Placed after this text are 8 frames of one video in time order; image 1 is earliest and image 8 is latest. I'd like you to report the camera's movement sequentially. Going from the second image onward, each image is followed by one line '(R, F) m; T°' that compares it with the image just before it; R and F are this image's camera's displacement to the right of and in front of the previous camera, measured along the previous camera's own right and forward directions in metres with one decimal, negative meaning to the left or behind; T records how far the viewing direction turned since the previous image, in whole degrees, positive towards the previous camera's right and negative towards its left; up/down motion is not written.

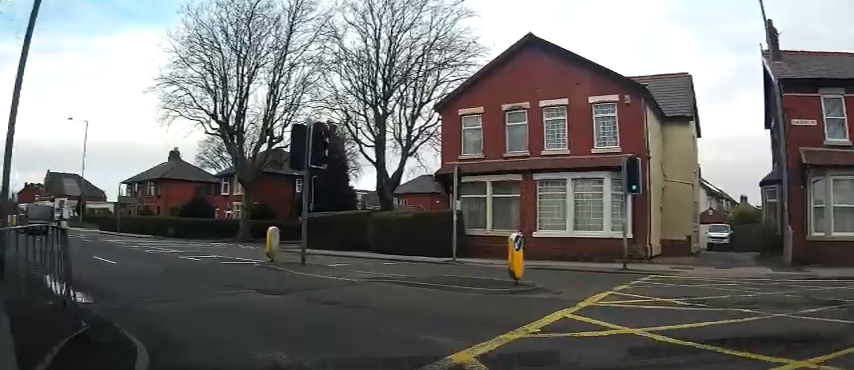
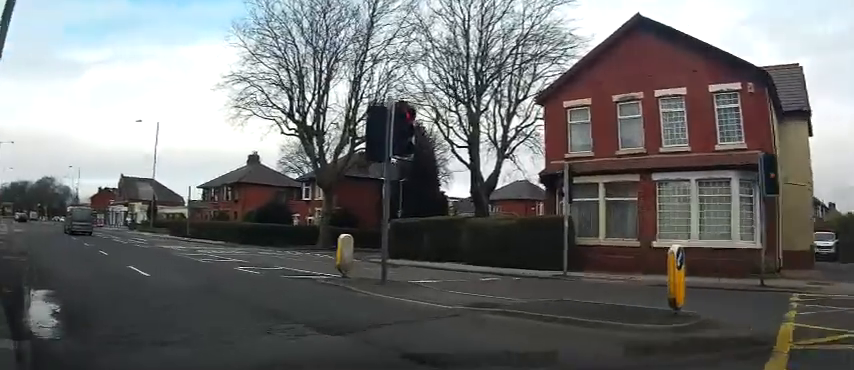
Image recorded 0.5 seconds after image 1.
(-0.4, +3.1) m; -10°
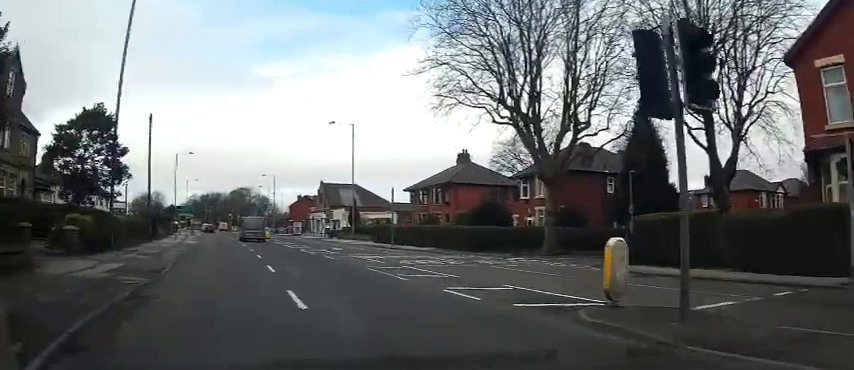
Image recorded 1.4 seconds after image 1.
(-0.6, +4.5) m; -21°
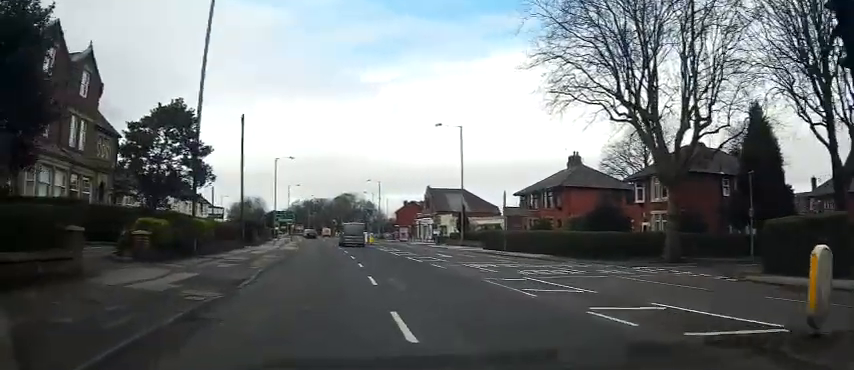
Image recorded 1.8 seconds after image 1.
(0.0, +2.2) m; -13°
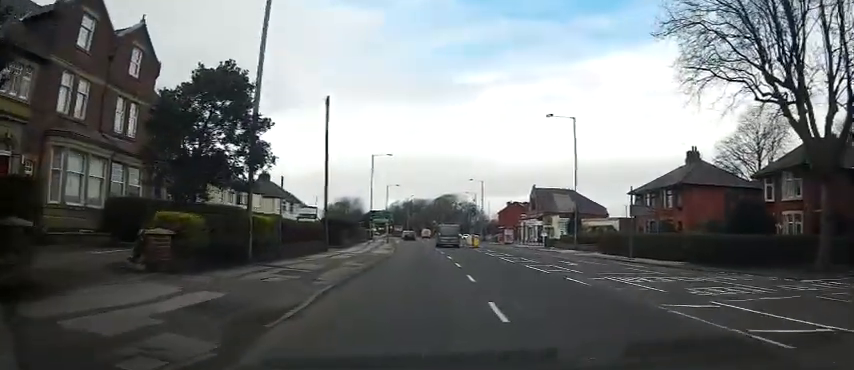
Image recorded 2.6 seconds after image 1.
(-1.3, +4.5) m; -12°
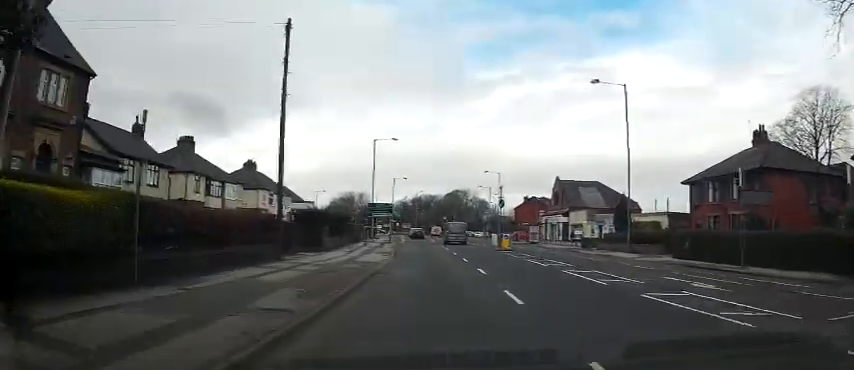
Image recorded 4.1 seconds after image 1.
(0.0, +9.8) m; -1°
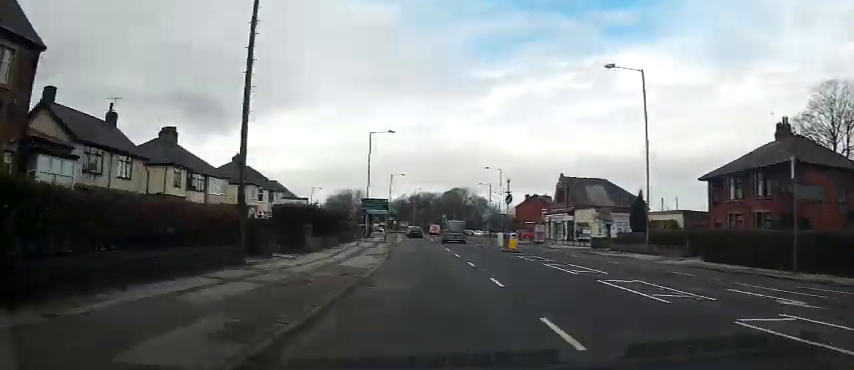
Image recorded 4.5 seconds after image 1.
(-0.3, +3.6) m; -1°
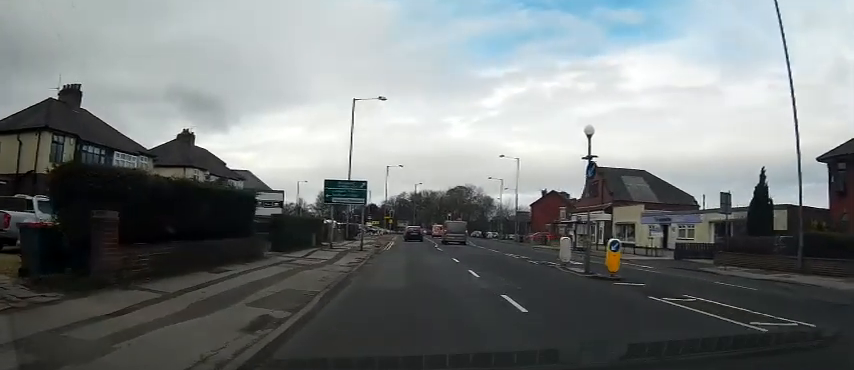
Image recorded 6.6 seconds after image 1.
(-0.3, +16.5) m; -1°
